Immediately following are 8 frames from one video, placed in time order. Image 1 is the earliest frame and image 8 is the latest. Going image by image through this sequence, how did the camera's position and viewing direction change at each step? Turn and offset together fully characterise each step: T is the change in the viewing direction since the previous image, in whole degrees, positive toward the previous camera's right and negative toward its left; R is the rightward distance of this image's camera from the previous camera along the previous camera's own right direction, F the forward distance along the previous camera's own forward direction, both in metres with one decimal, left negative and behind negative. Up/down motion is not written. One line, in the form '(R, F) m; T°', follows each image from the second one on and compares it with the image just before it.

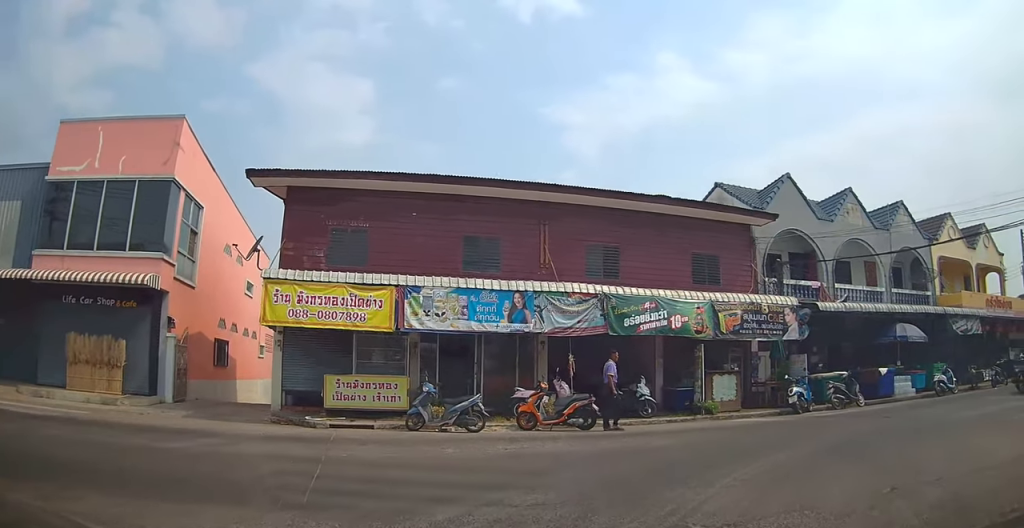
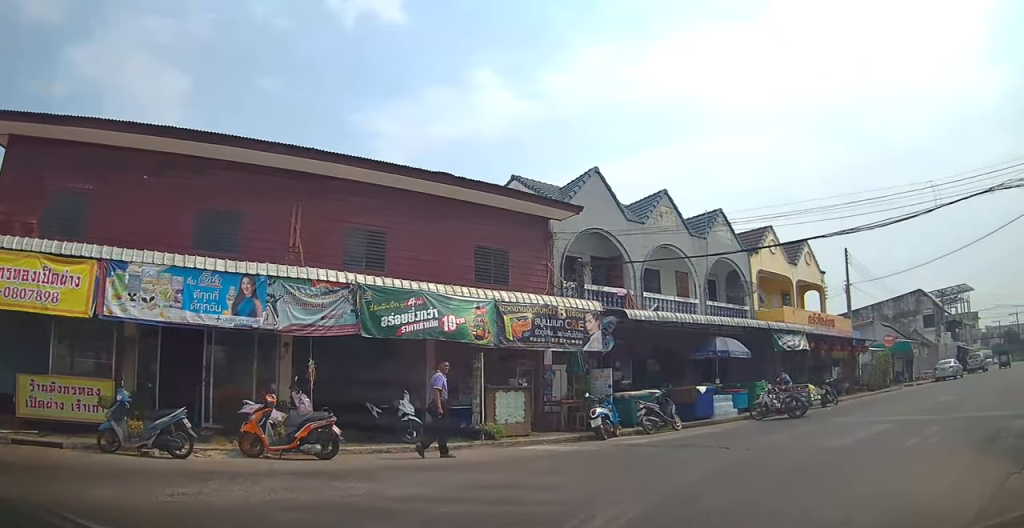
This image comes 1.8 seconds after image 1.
(+1.4, +3.3) m; +37°
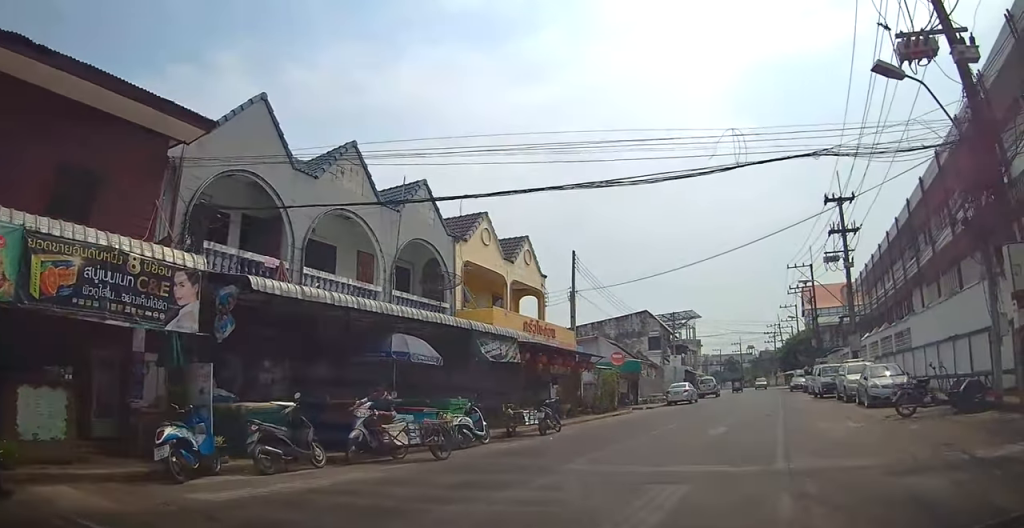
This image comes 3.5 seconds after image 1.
(+0.9, +3.2) m; +33°
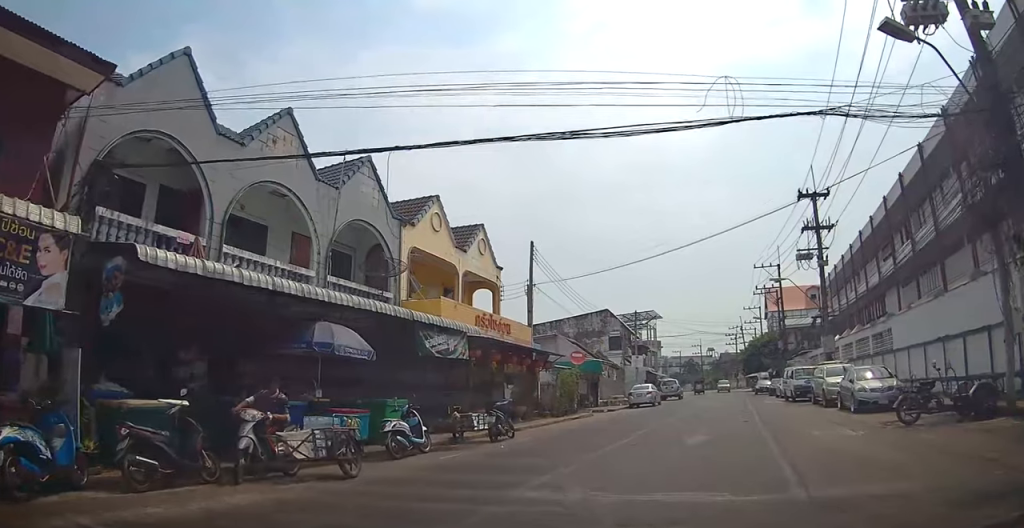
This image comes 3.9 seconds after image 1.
(+0.1, +1.5) m; +3°
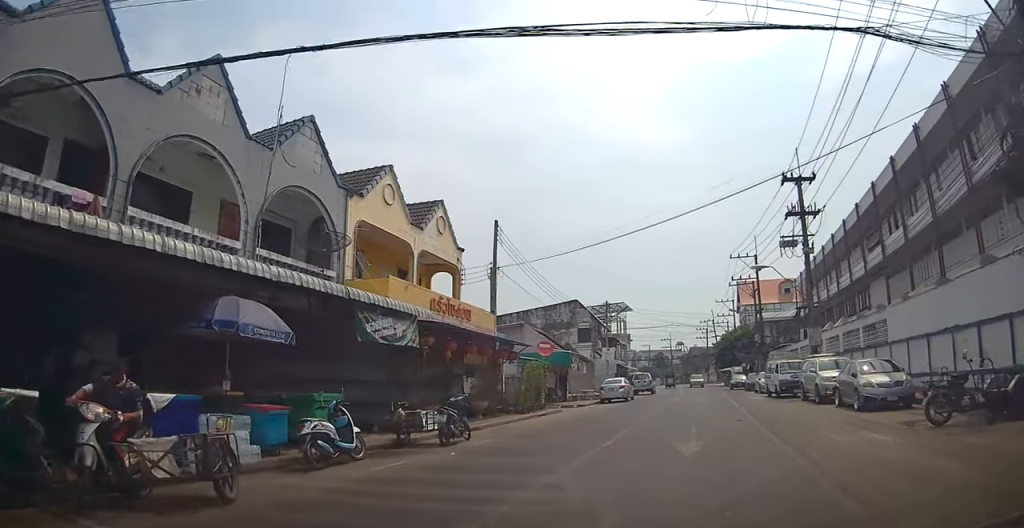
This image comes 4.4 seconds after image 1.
(+0.1, +1.8) m; -3°
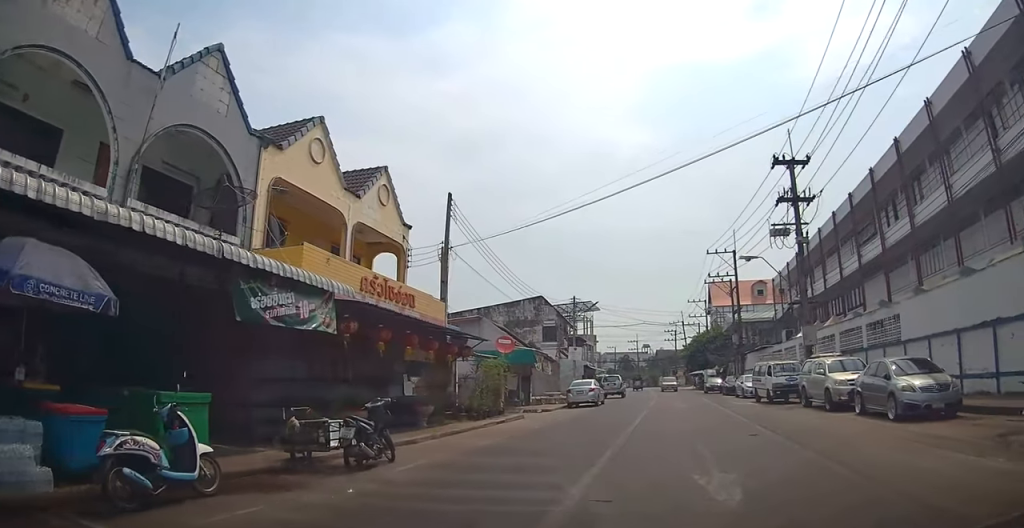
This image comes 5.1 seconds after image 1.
(-0.2, +2.8) m; -2°
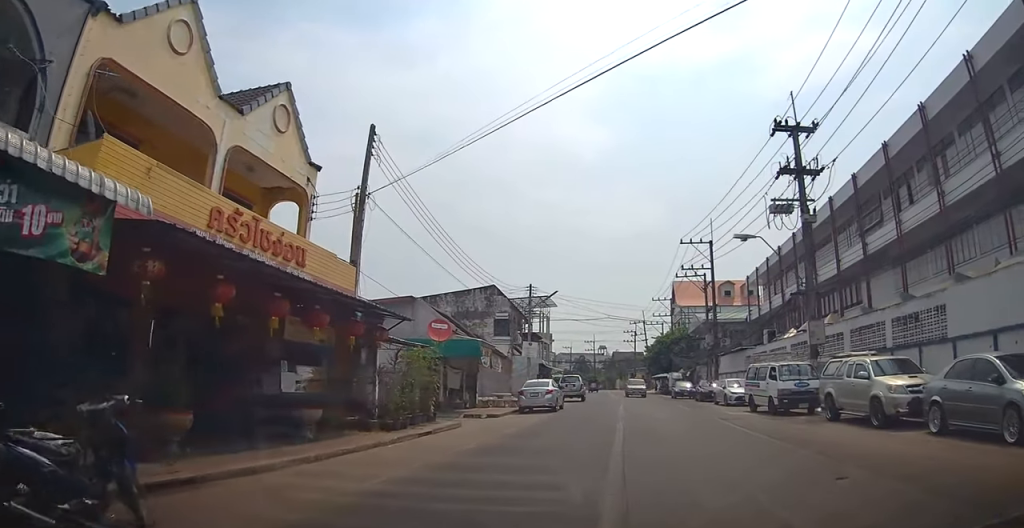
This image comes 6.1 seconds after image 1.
(-0.1, +4.3) m; +4°
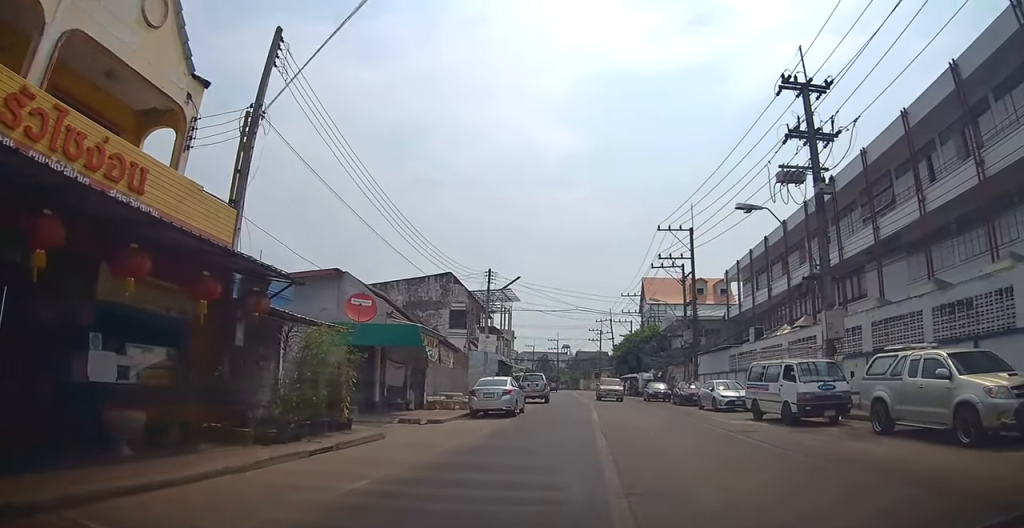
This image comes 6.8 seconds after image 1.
(+0.2, +3.7) m; +6°
